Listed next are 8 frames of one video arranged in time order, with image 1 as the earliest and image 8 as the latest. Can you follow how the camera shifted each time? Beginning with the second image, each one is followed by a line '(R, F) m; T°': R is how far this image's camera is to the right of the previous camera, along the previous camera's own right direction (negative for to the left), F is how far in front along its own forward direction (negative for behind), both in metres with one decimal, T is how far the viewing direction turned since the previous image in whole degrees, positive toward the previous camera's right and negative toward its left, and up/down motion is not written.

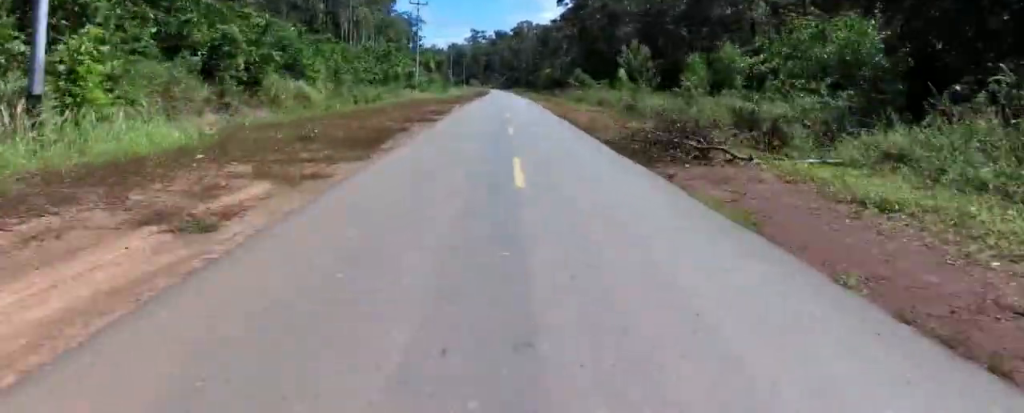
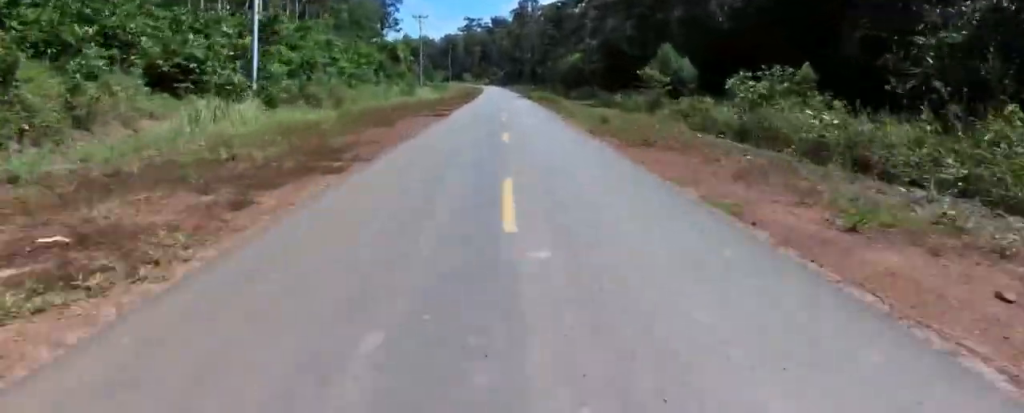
(-0.5, +41.9) m; -2°
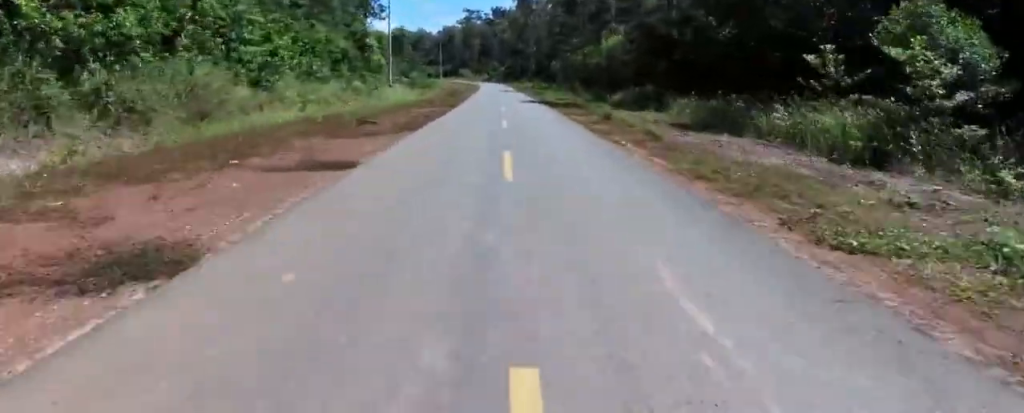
(-0.3, +20.4) m; -1°
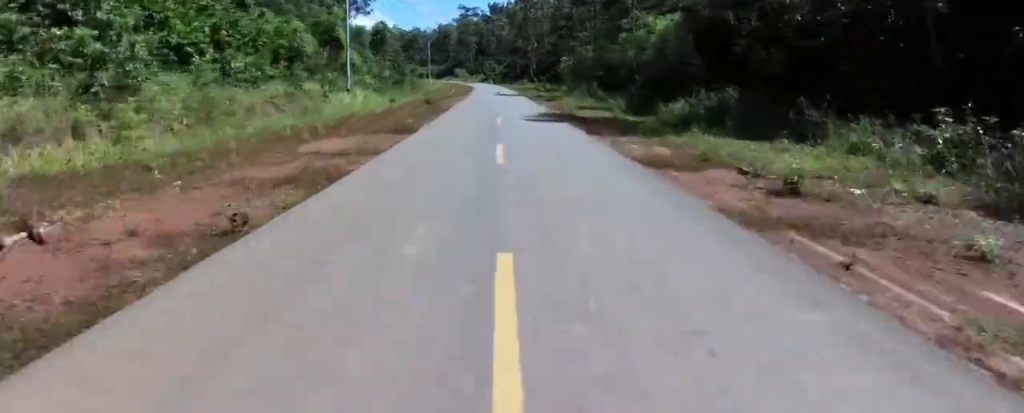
(0.0, +14.6) m; 0°
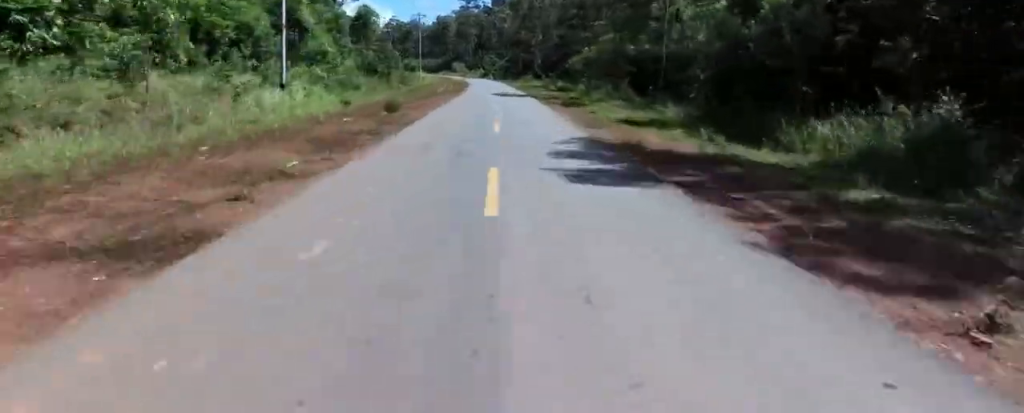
(0.0, +11.9) m; 0°
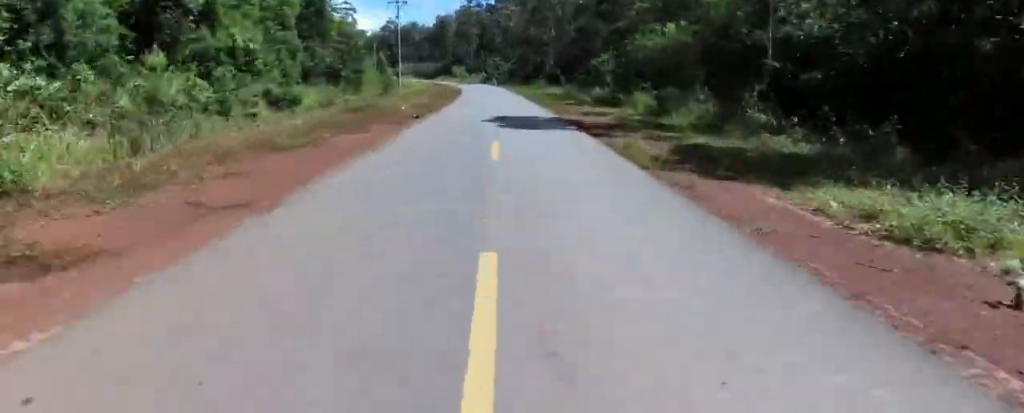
(0.0, +20.3) m; 0°
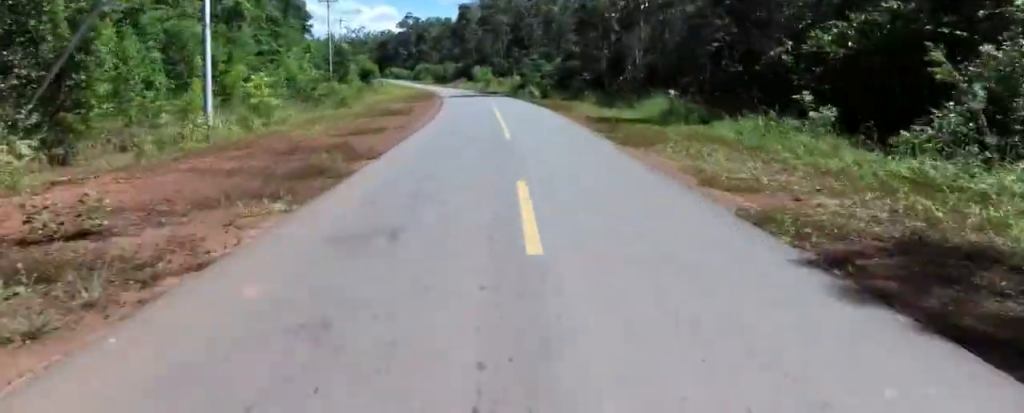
(0.0, +45.5) m; +1°
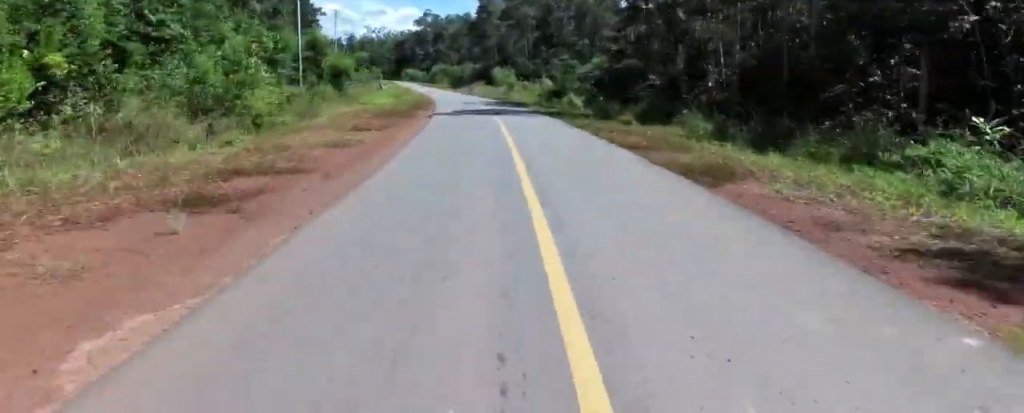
(+0.2, +16.2) m; -2°
